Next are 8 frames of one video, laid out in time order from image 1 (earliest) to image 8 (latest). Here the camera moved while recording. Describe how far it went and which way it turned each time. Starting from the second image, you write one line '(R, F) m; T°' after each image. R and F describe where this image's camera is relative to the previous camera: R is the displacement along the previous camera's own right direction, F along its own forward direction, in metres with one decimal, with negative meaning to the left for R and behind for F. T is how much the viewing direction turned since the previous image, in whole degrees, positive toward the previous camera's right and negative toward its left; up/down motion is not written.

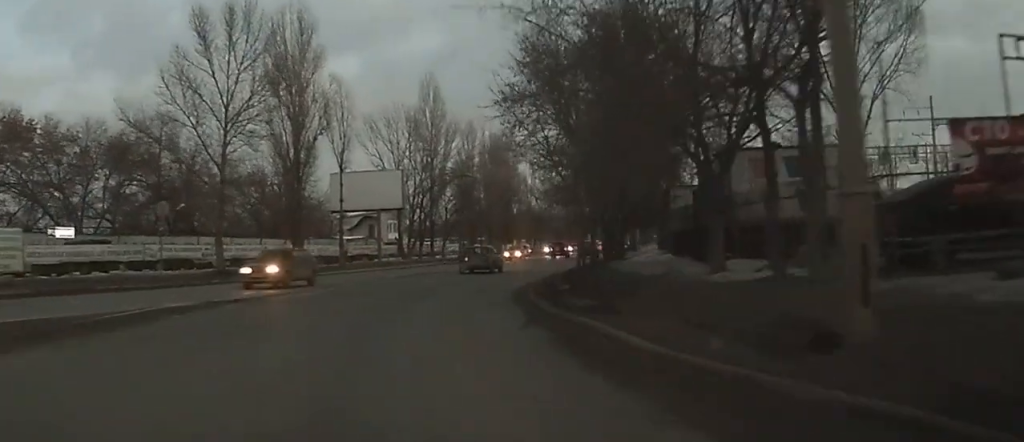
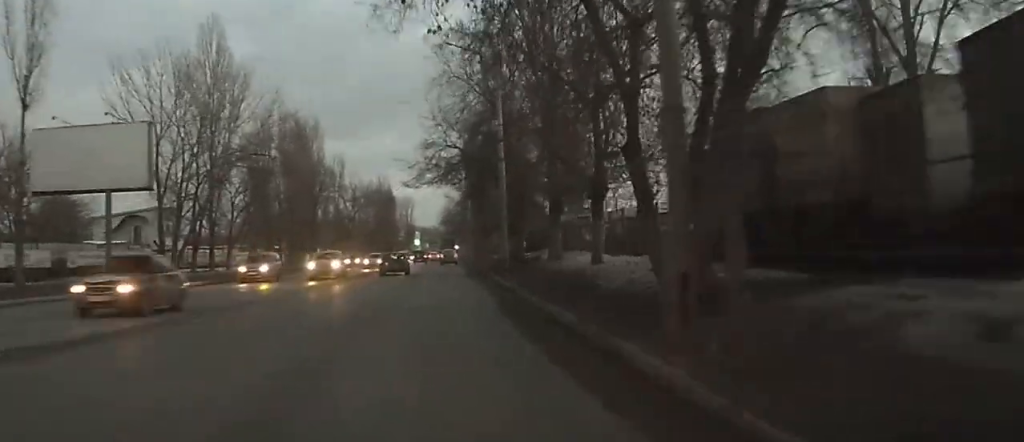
(+2.4, +28.2) m; +11°
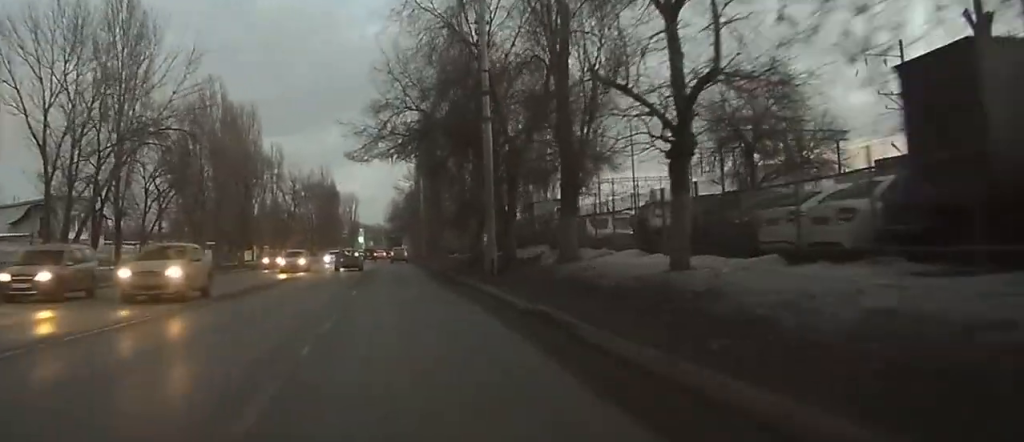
(+0.5, +11.4) m; +4°
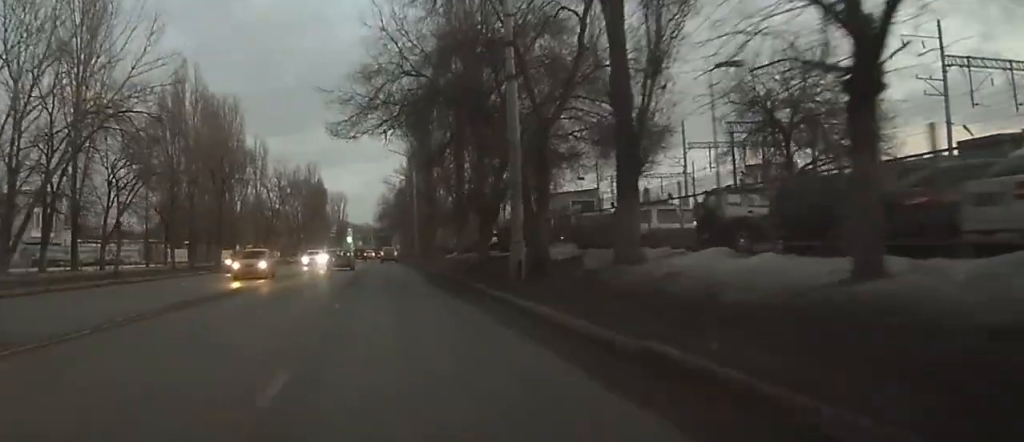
(+0.1, +6.5) m; +2°
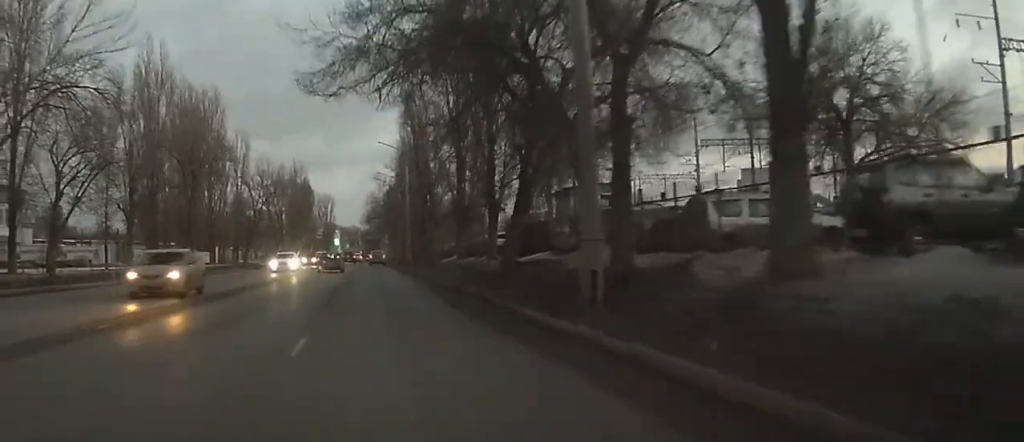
(+0.2, +7.5) m; +2°
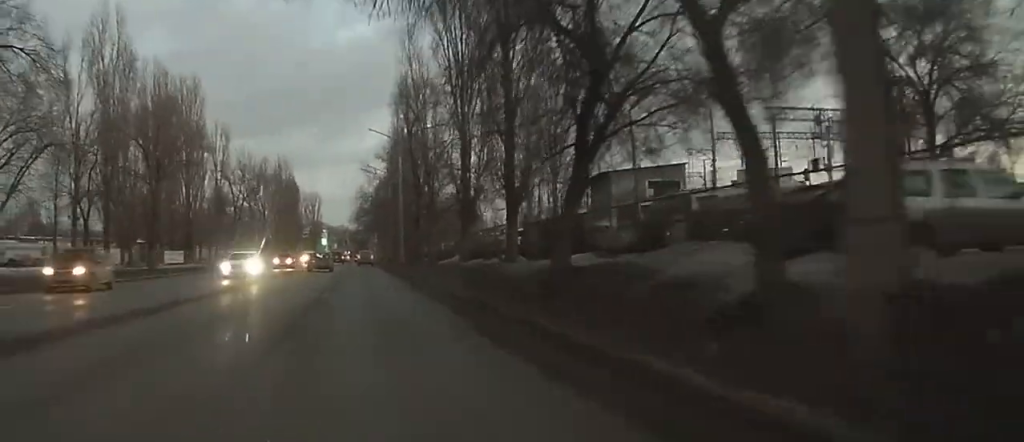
(+0.2, +7.7) m; +1°
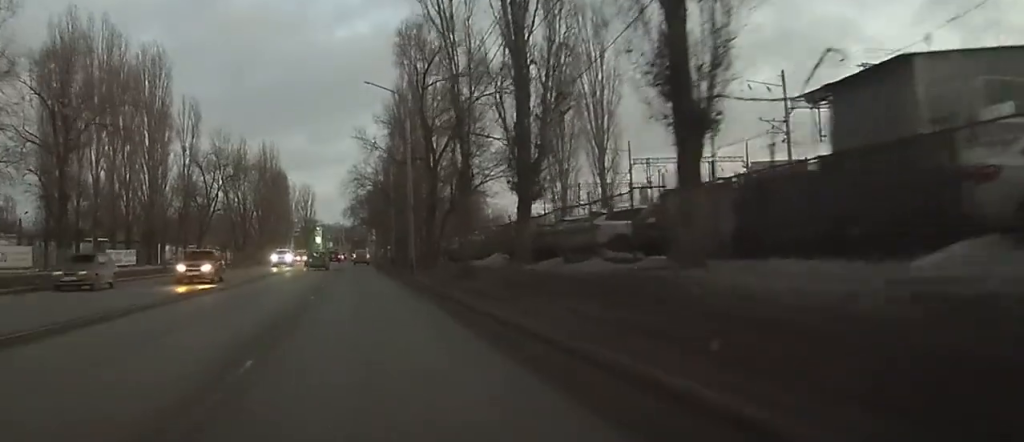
(+0.1, +17.4) m; +1°
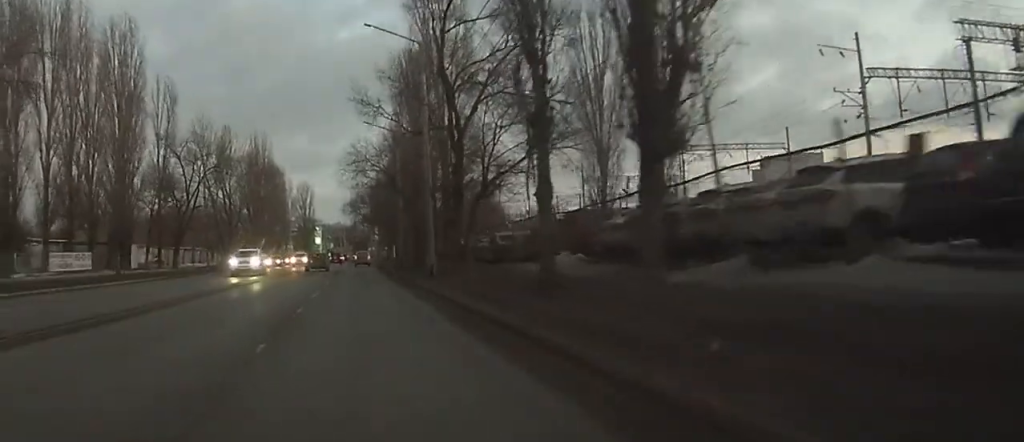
(+0.2, +12.2) m; +1°
